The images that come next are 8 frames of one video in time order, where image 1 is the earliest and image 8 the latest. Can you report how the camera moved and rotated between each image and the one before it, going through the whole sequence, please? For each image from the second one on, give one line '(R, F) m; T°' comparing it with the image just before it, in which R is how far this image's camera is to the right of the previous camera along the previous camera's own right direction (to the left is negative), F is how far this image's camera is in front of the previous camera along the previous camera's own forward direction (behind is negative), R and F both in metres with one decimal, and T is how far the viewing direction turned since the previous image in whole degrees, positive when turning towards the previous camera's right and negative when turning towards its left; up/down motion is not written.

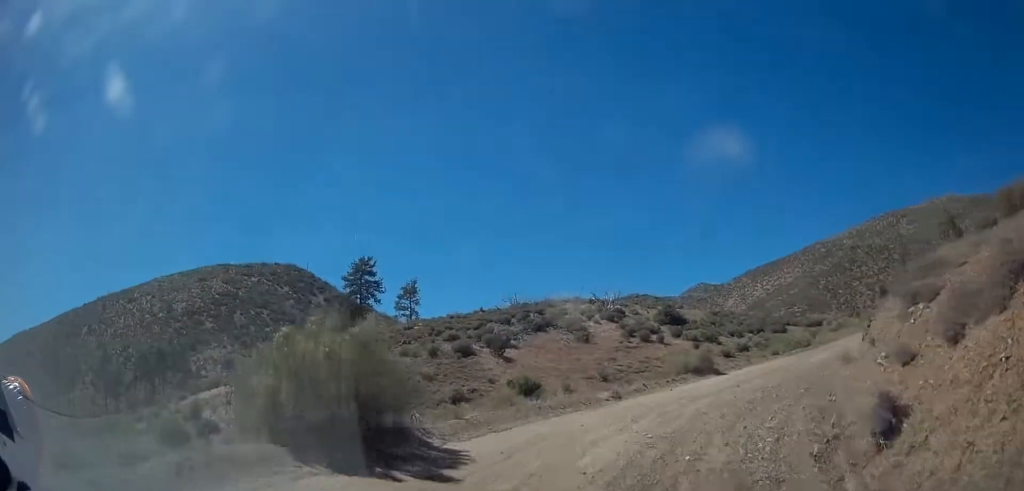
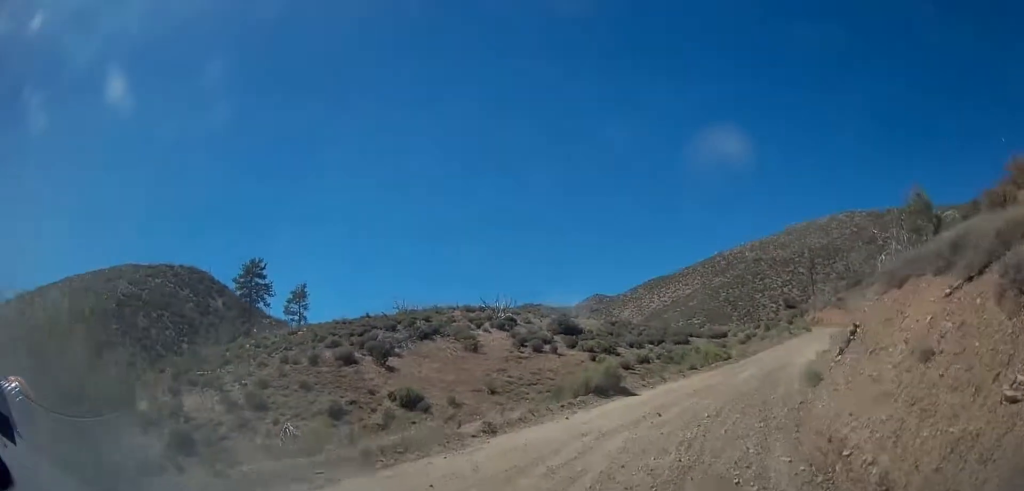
(+0.7, +4.7) m; +11°
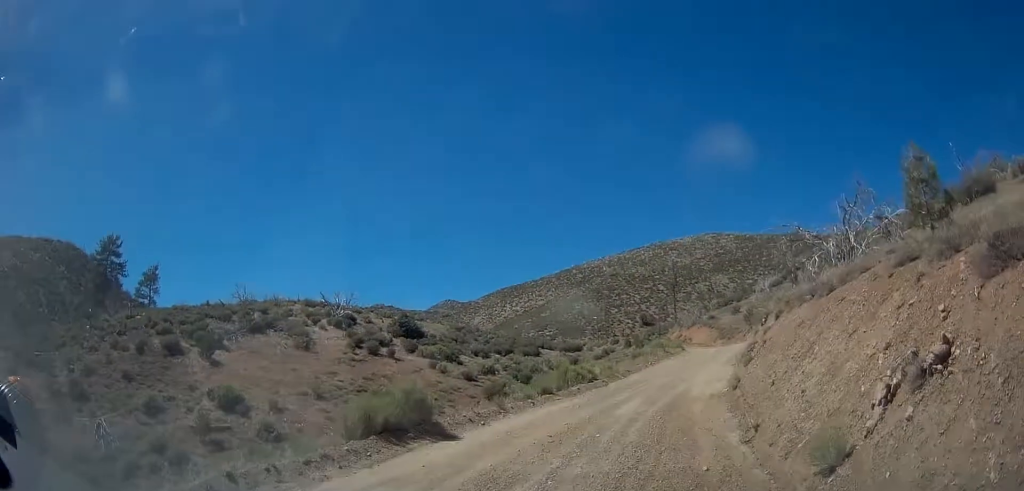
(+0.5, +7.0) m; +12°
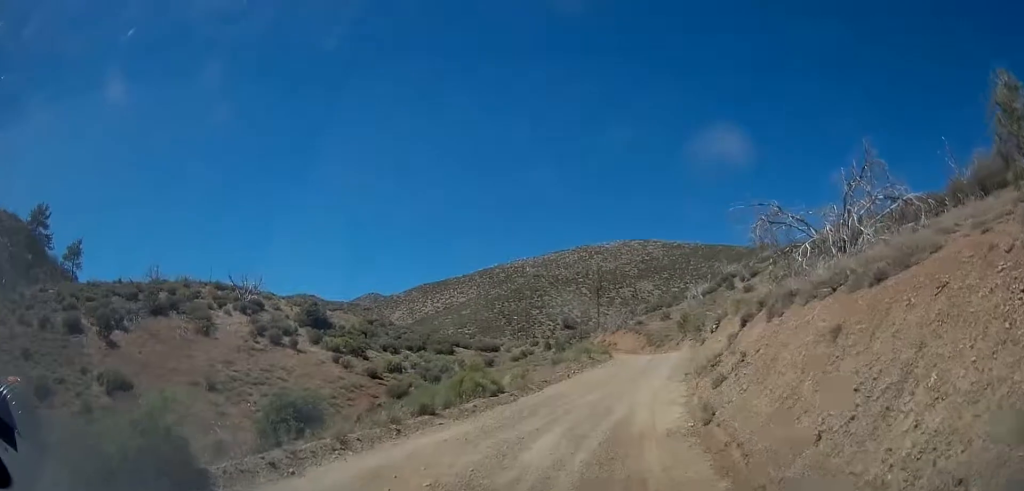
(+0.5, +5.5) m; +1°
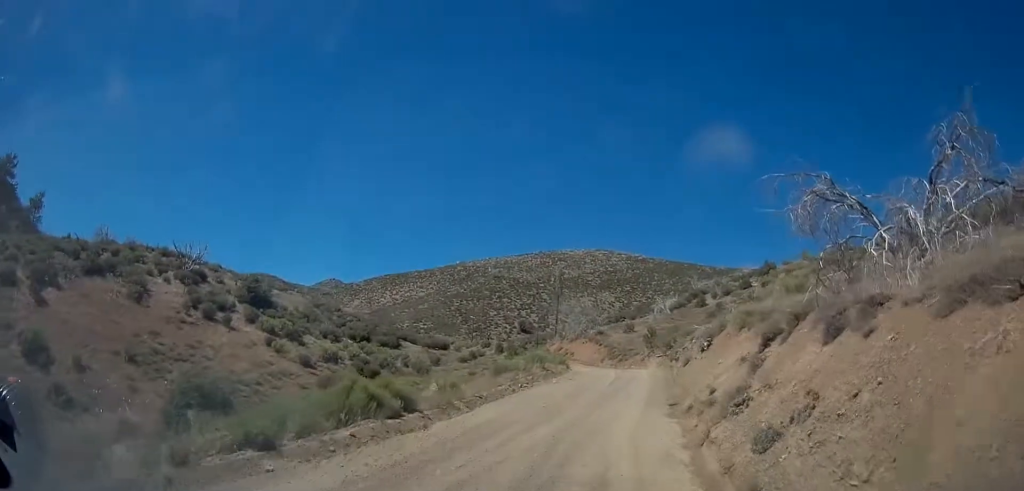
(-0.1, +5.4) m; +10°
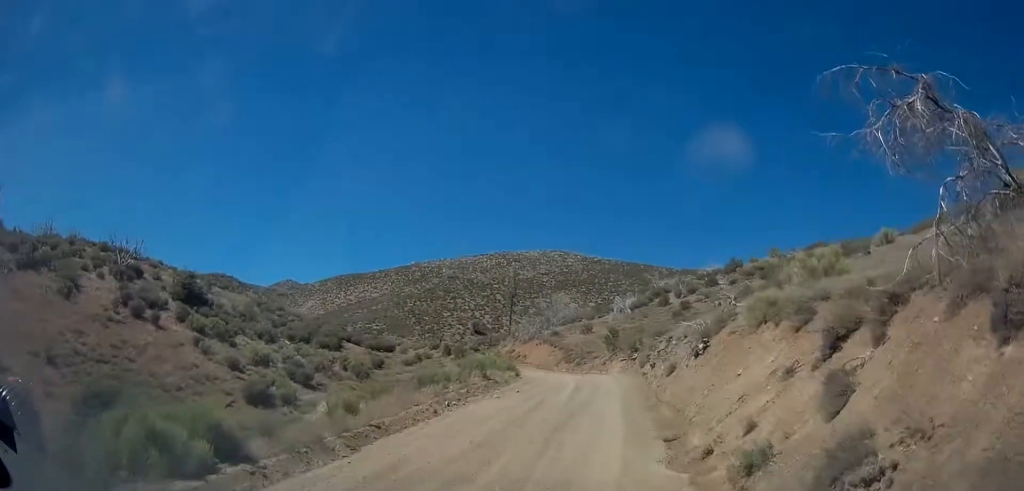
(+1.0, +5.2) m; +9°
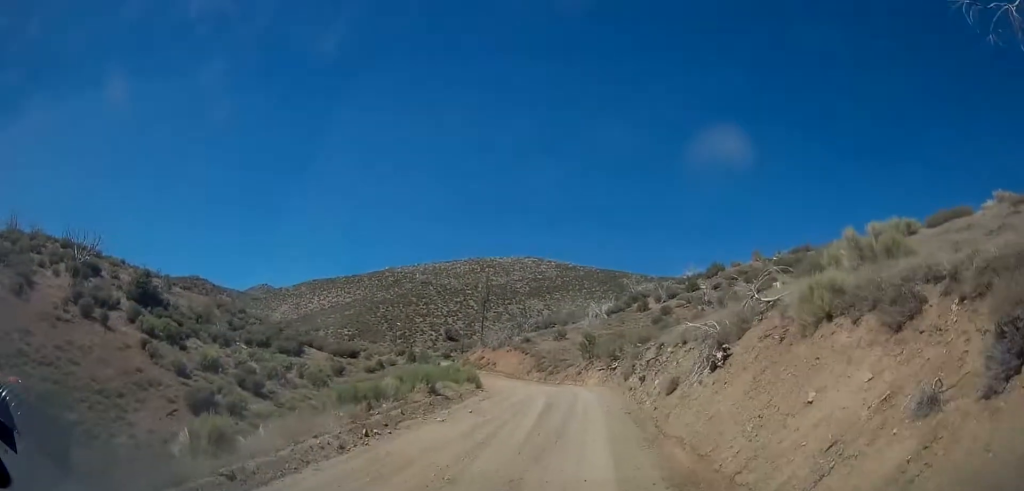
(-0.3, +4.1) m; -7°
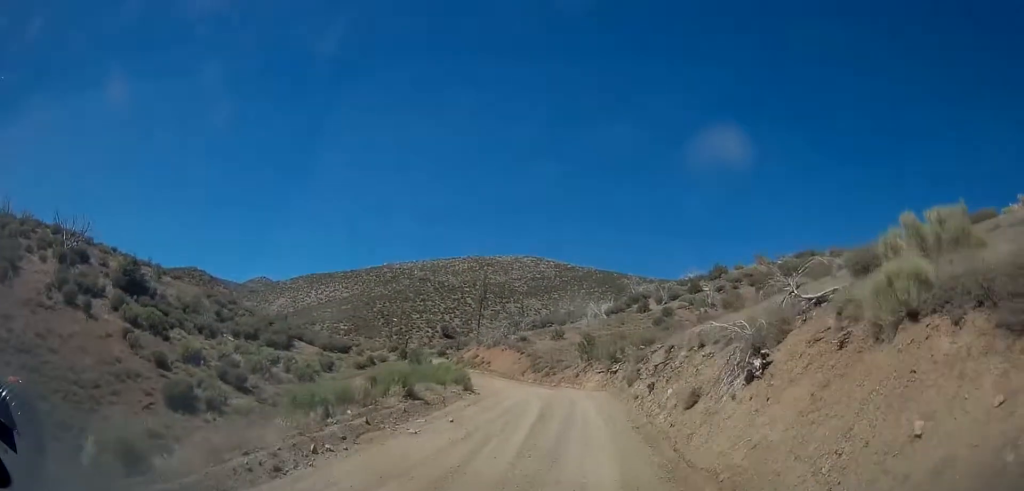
(-0.1, +2.2) m; 0°
